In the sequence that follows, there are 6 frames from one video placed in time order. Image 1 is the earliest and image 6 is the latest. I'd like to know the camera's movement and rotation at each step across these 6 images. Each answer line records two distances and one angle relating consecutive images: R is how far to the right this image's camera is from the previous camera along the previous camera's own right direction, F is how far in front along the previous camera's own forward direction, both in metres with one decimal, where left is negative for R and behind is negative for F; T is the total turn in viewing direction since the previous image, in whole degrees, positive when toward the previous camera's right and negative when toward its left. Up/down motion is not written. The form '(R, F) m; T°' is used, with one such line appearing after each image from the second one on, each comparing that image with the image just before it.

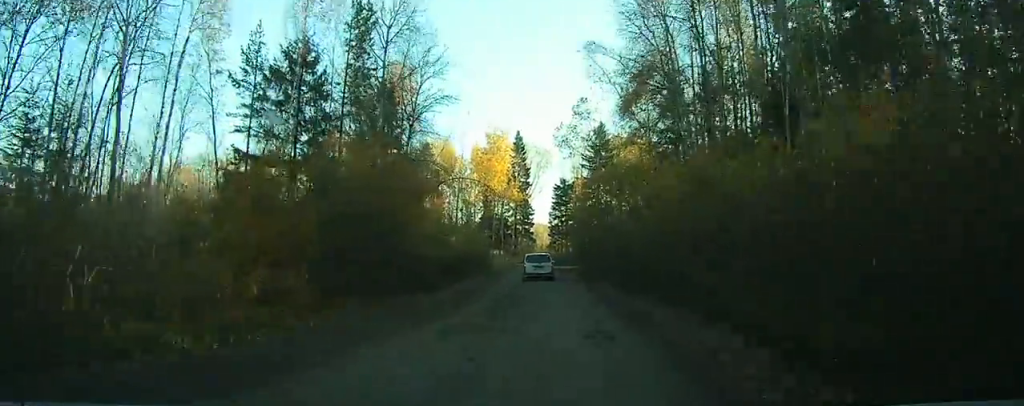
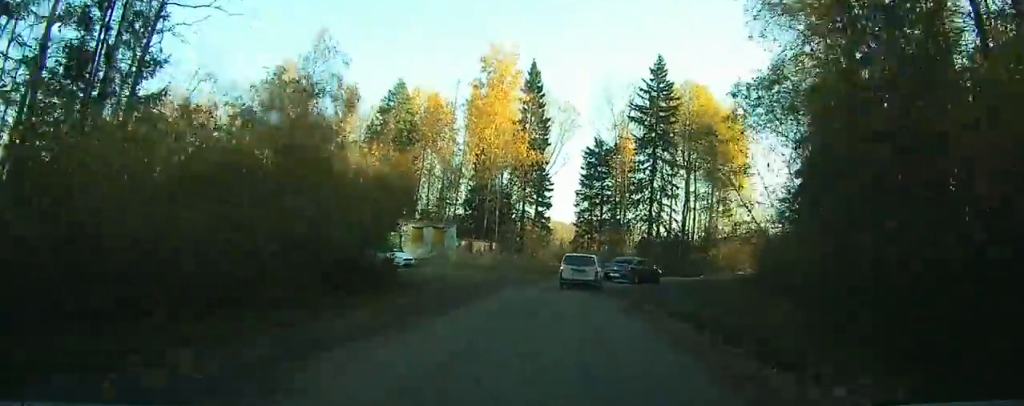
(-0.5, +30.2) m; -3°
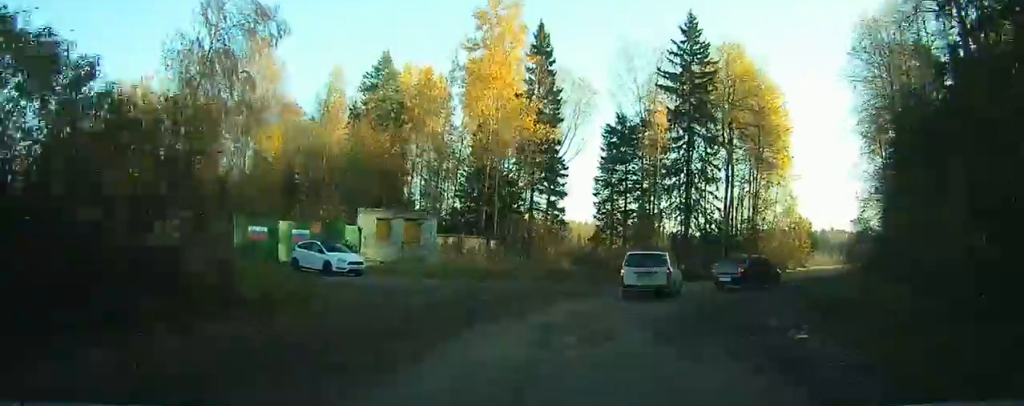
(+0.1, +11.3) m; 0°
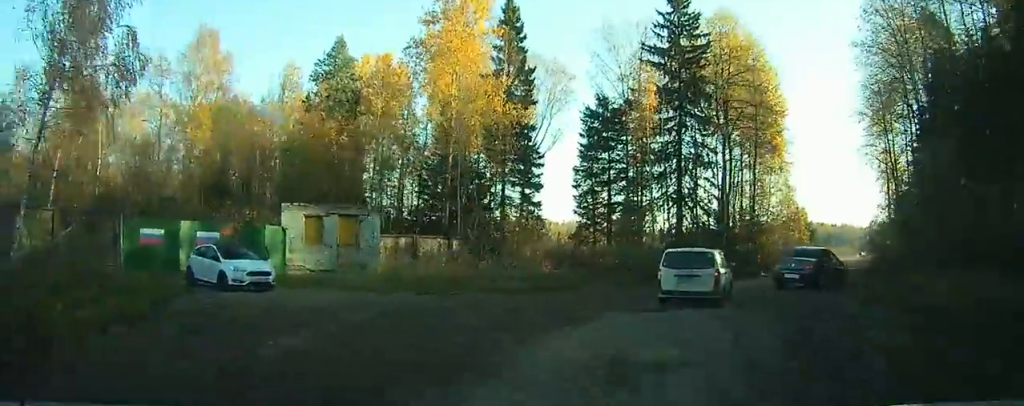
(0.0, +7.7) m; +2°
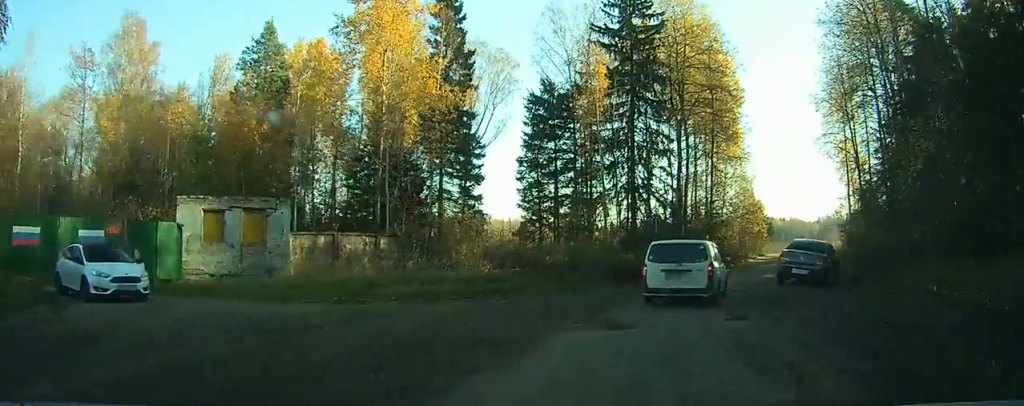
(0.0, +4.7) m; +2°
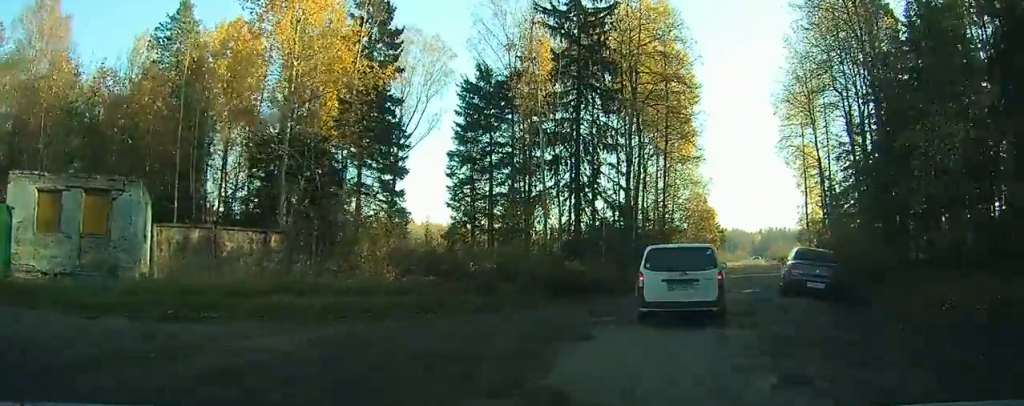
(+0.3, +6.0) m; +4°
